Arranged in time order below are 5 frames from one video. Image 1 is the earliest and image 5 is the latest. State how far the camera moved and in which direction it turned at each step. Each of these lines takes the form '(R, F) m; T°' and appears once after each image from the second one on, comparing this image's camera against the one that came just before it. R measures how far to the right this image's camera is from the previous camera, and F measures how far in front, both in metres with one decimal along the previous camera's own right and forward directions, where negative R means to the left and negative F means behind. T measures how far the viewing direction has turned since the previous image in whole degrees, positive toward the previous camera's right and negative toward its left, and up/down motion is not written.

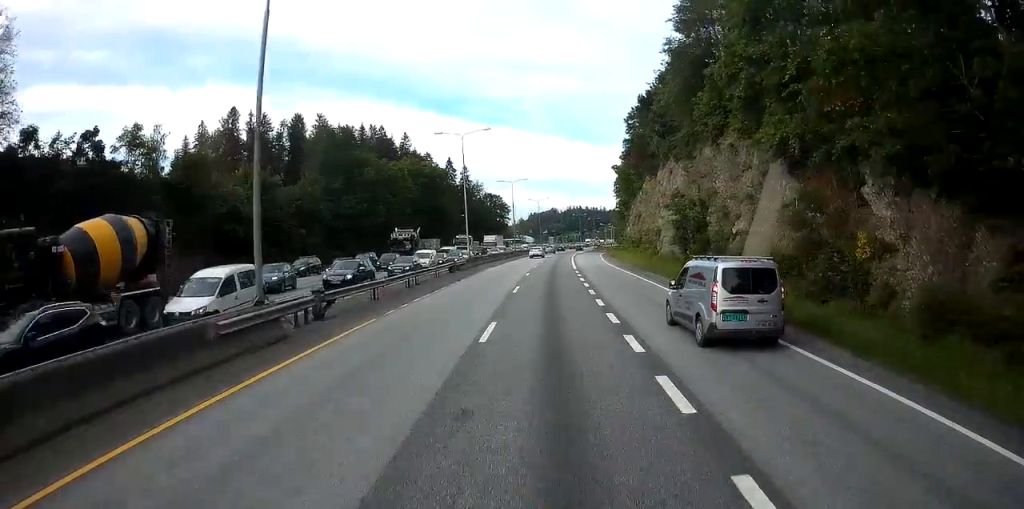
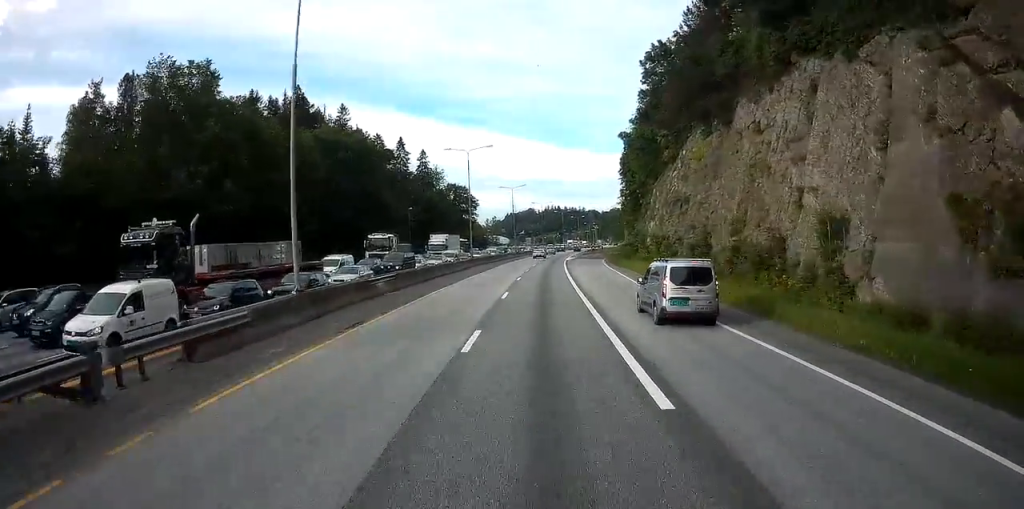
(+0.6, +36.2) m; +2°
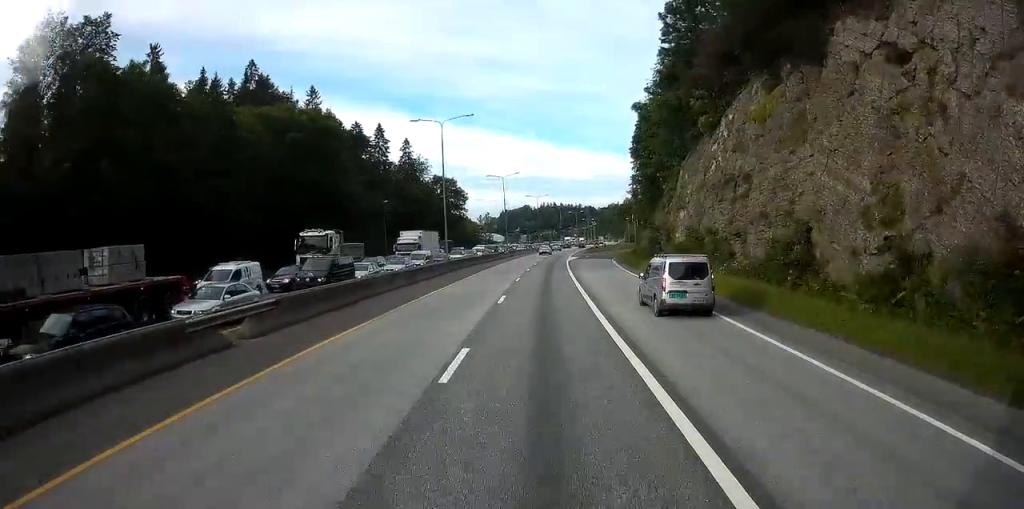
(+0.1, +14.7) m; +1°
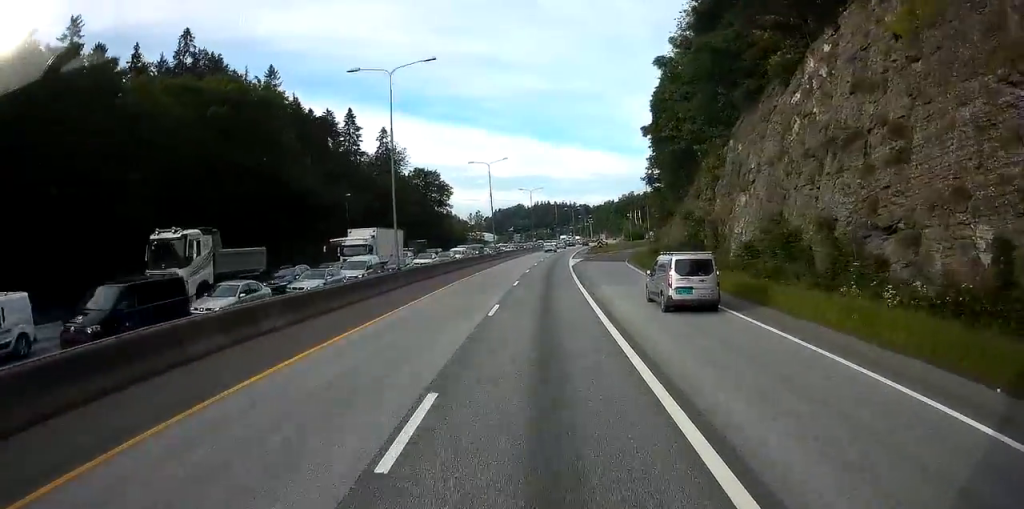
(+0.2, +15.5) m; +1°
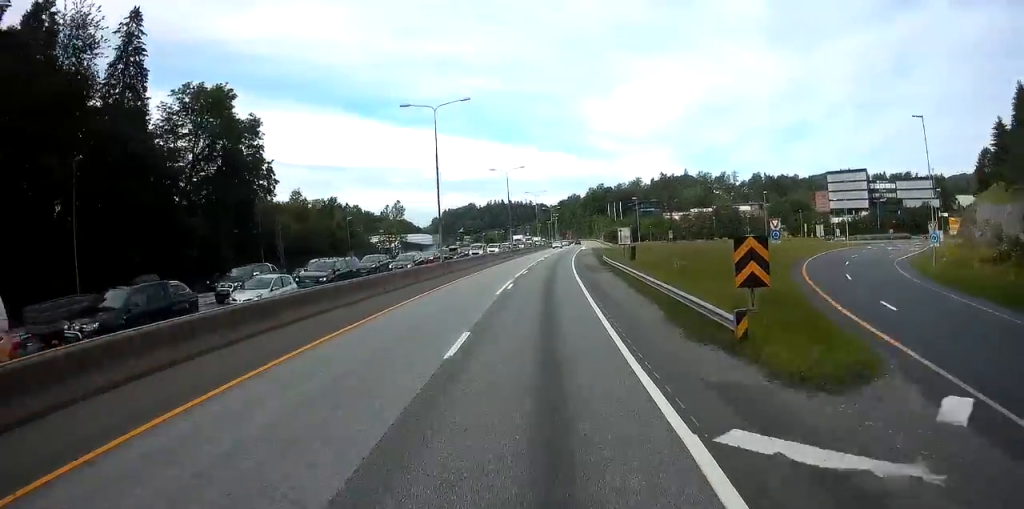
(+2.4, +77.8) m; +3°
